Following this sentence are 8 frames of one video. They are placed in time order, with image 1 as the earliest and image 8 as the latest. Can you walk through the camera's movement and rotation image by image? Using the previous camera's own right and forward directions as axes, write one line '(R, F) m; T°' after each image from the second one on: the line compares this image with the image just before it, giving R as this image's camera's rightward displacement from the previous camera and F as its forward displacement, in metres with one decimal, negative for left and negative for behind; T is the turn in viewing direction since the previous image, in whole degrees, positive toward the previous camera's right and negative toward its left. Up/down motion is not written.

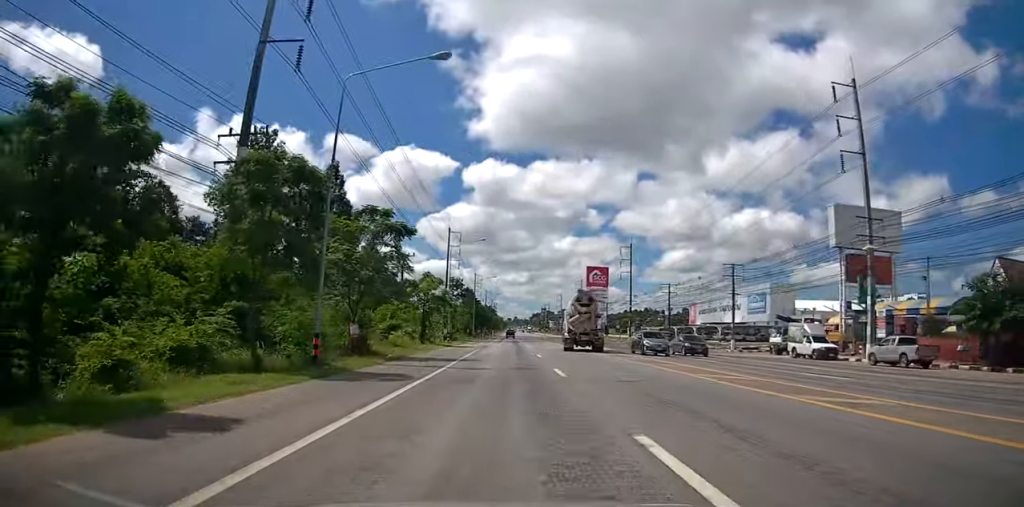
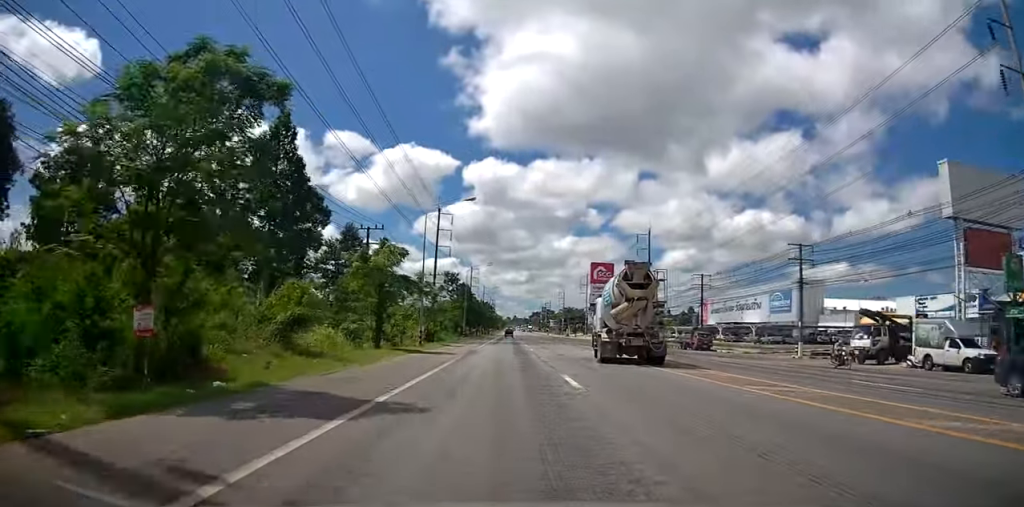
(+0.2, +15.4) m; +1°
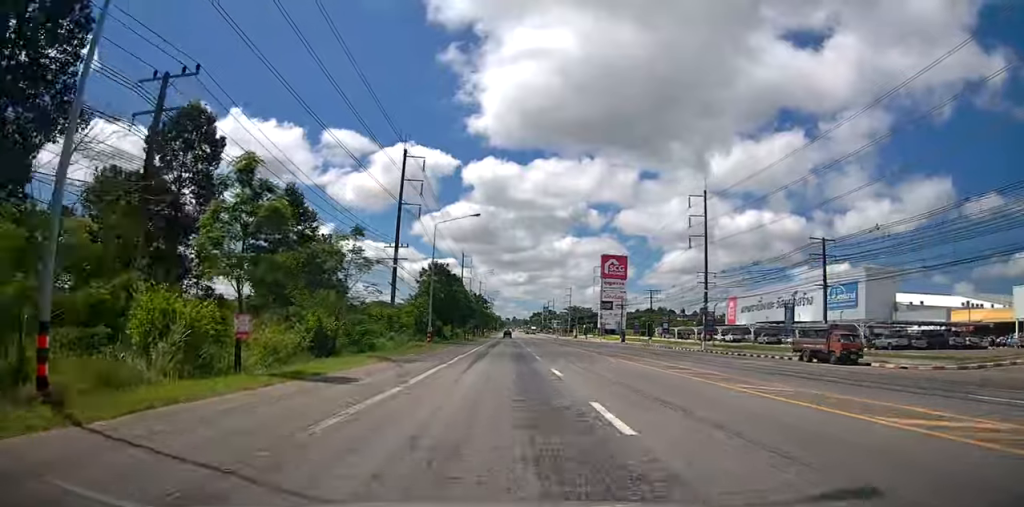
(+0.4, +29.6) m; 0°
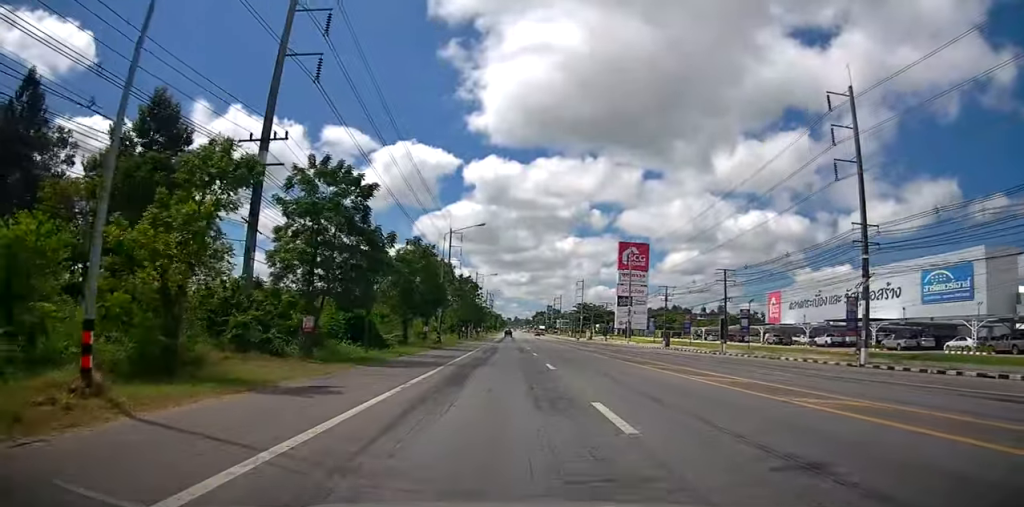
(-0.3, +32.9) m; 0°
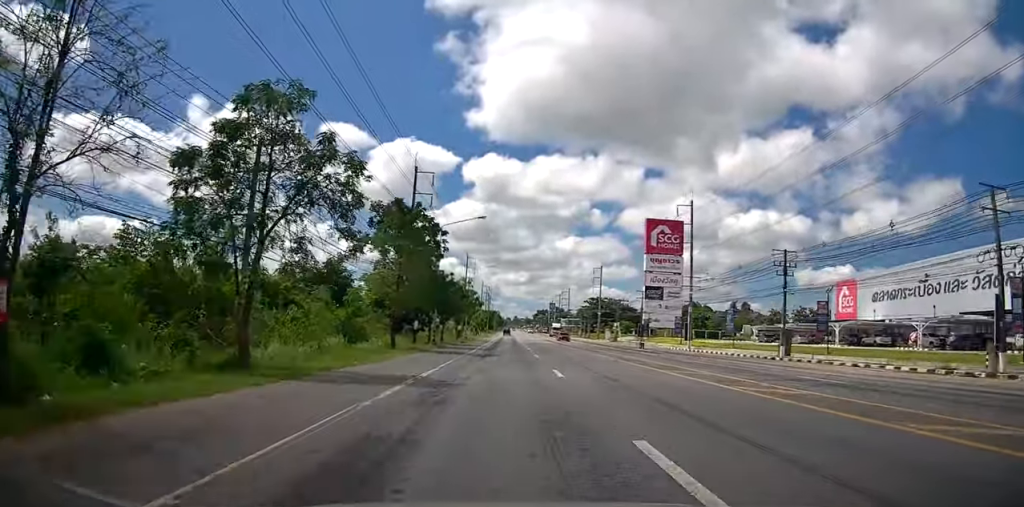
(+0.5, +40.0) m; +1°
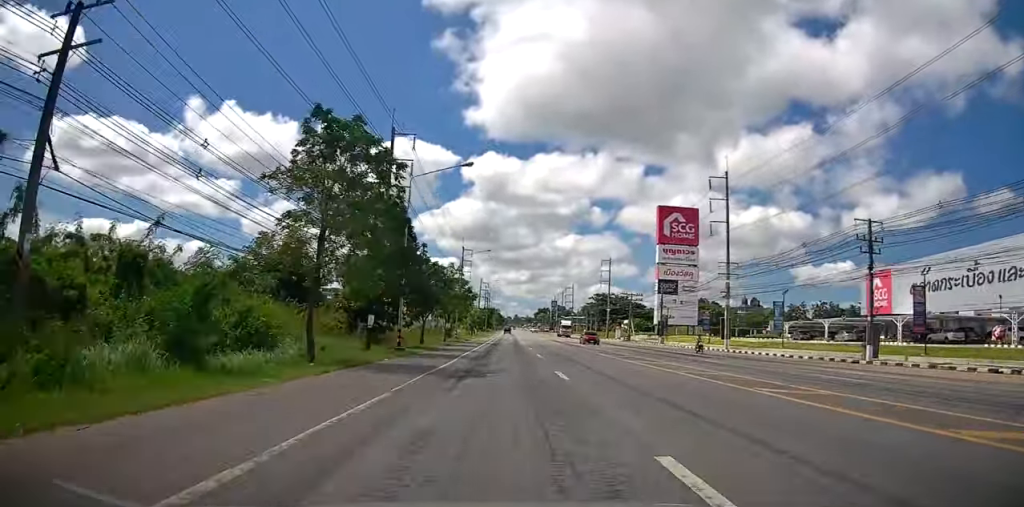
(+0.1, +13.1) m; -1°
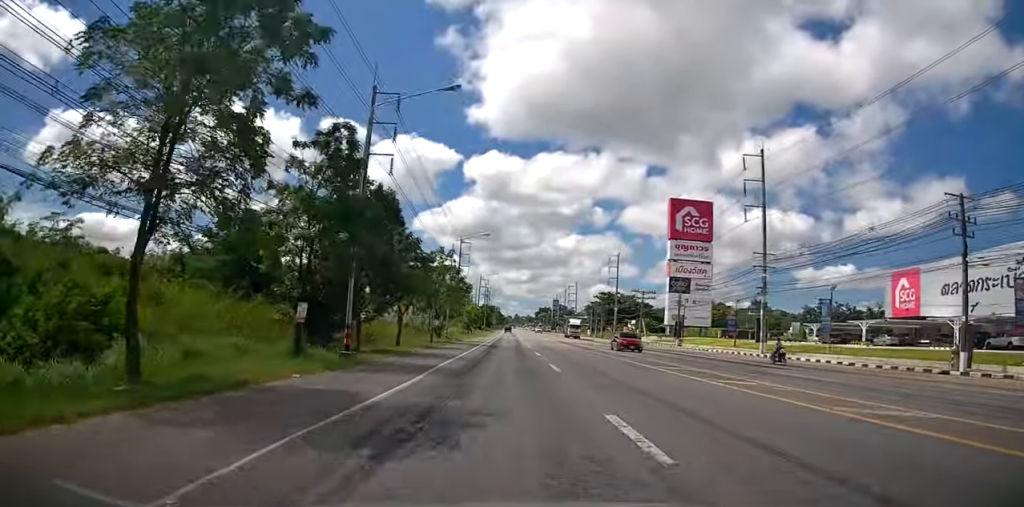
(-0.2, +9.1) m; 0°
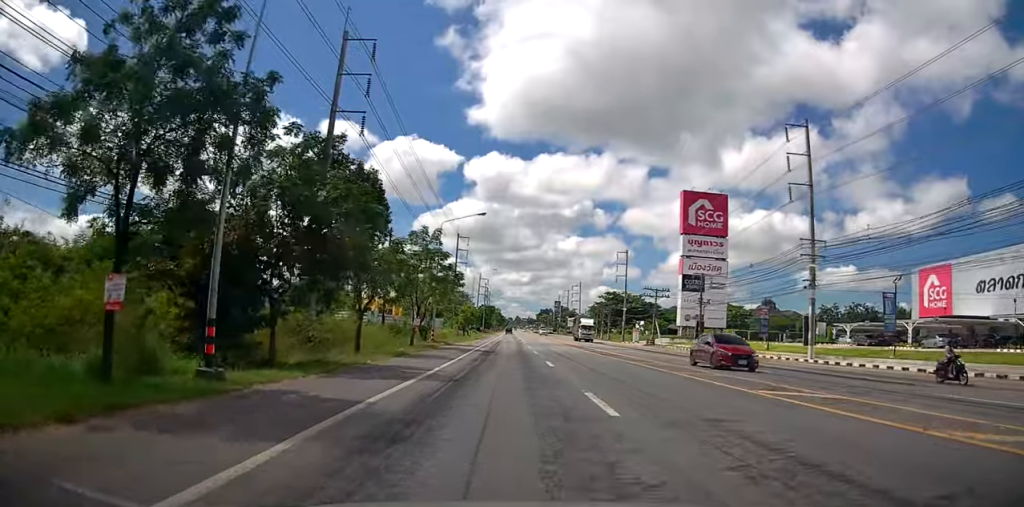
(-0.3, +9.1) m; 0°
